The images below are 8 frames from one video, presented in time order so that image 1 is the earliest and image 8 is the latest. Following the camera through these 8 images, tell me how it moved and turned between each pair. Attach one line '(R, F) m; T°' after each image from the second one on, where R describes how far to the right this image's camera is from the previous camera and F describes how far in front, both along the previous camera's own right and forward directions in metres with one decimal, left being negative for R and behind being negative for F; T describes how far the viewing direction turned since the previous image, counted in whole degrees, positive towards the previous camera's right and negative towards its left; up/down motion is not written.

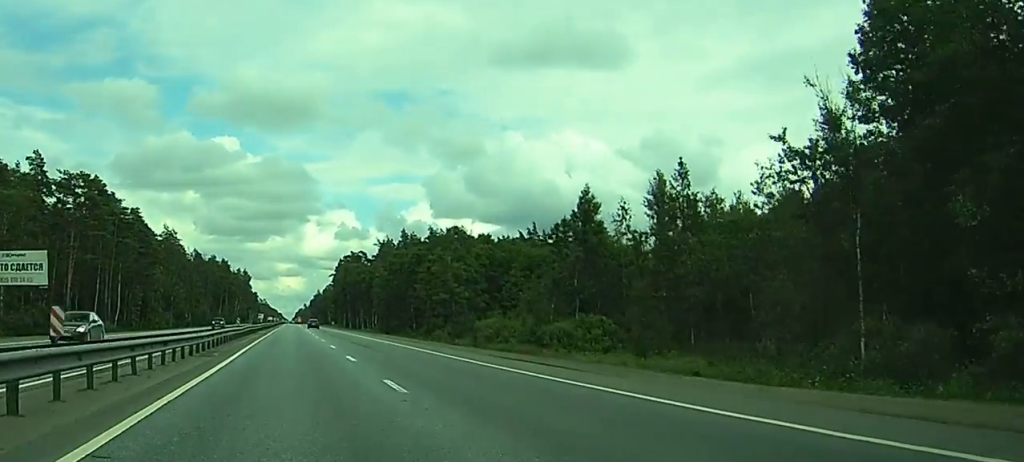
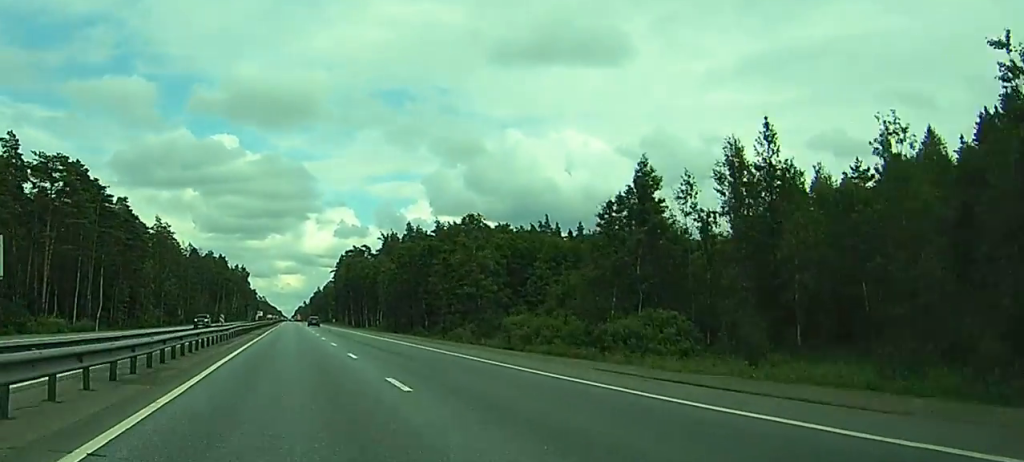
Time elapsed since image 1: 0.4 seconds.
(0.0, +12.3) m; 0°
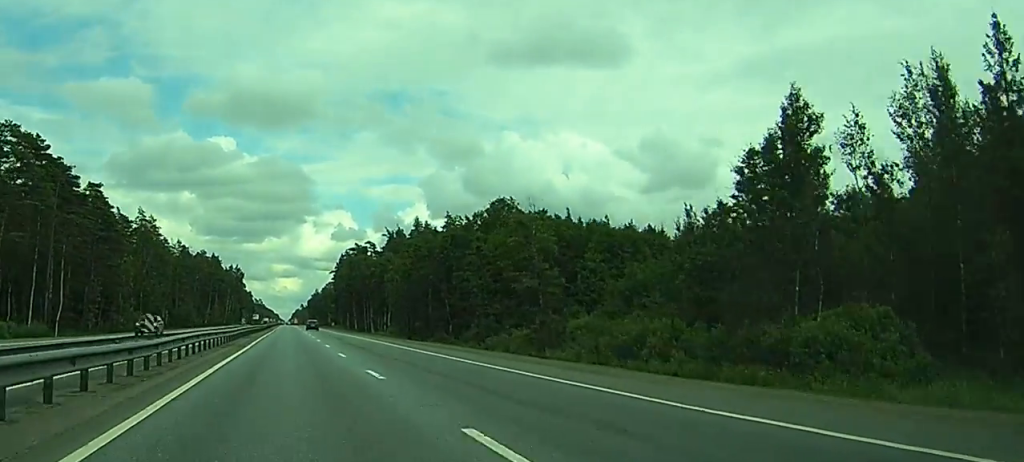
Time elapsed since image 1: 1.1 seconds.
(-0.1, +20.0) m; 0°
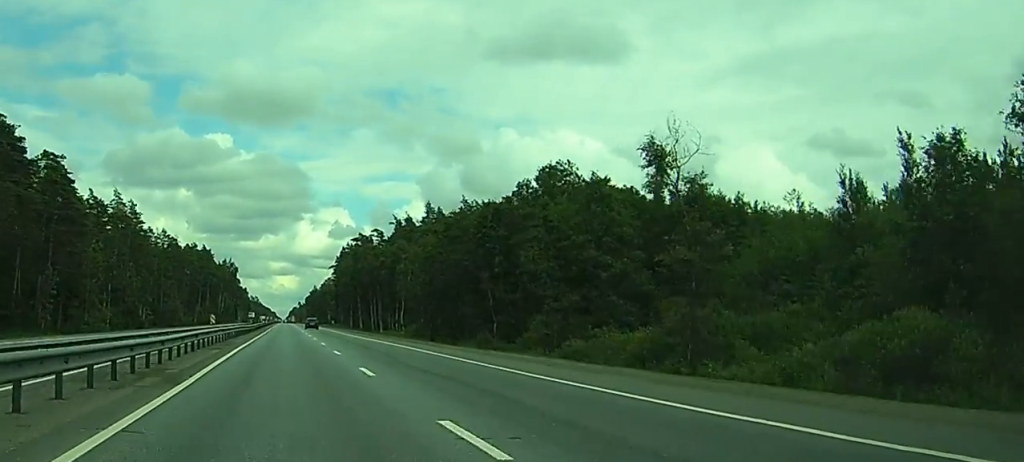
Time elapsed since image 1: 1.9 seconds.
(-0.1, +22.9) m; 0°
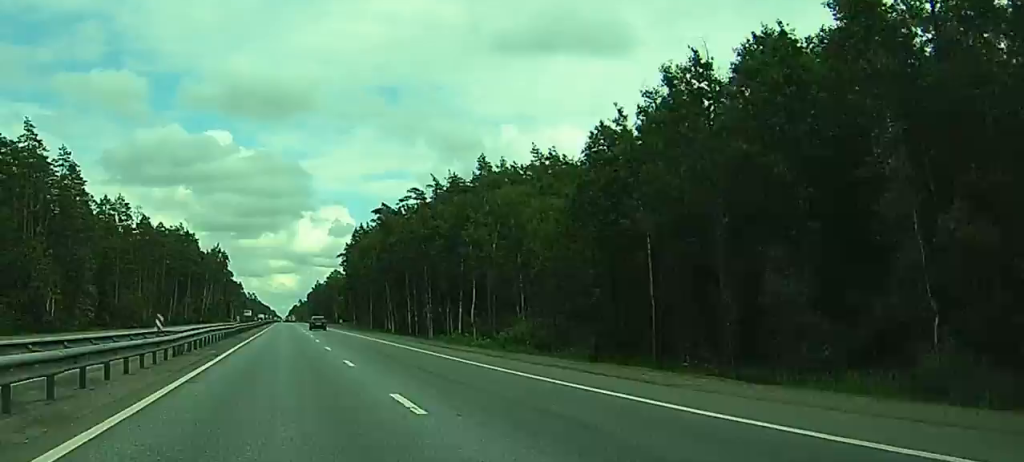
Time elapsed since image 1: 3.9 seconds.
(-0.5, +56.0) m; -1°
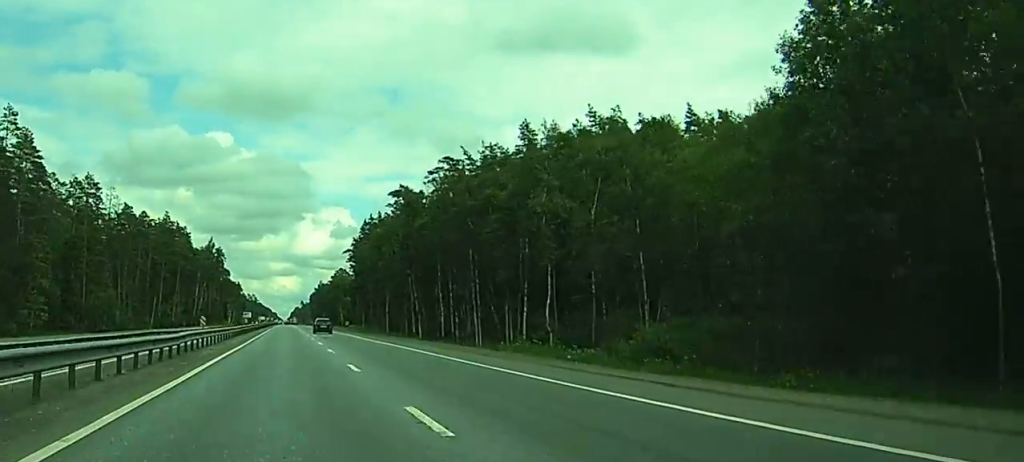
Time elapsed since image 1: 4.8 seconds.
(-0.1, +26.2) m; 0°
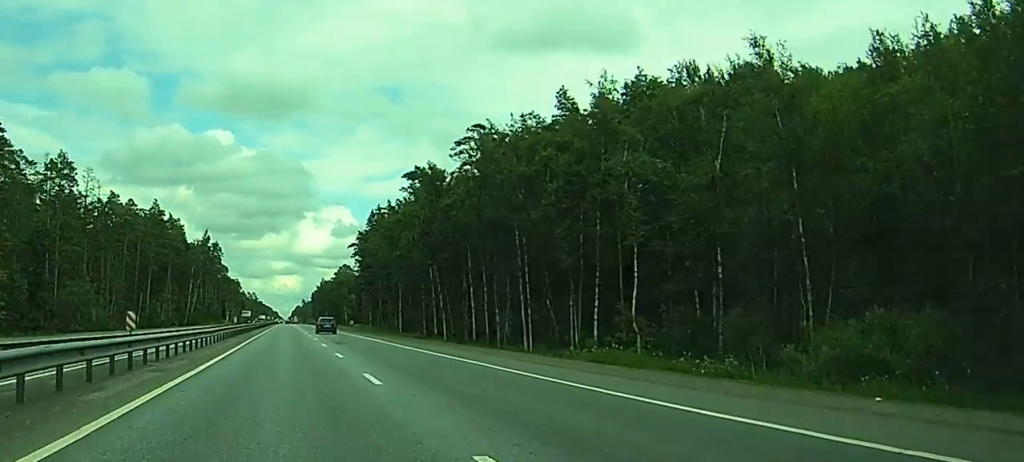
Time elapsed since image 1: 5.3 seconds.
(+0.1, +16.6) m; 0°
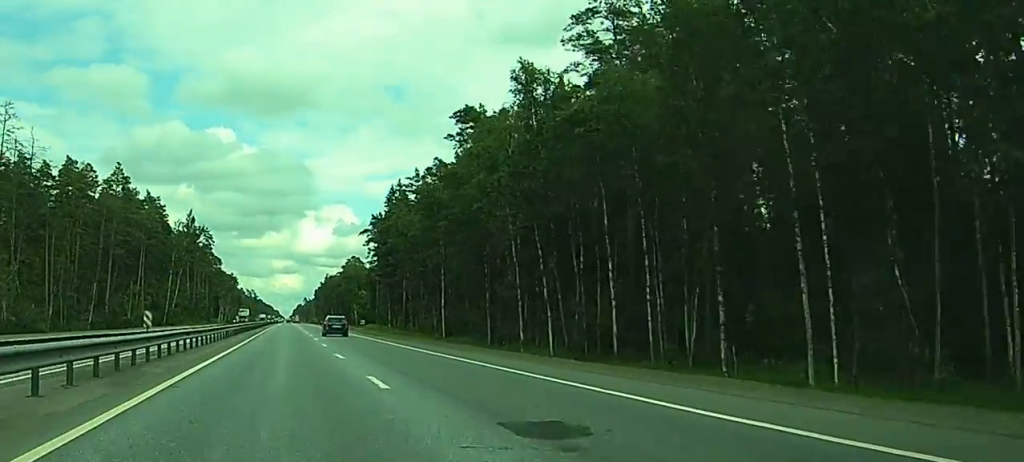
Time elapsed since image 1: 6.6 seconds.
(+0.2, +37.2) m; +1°
